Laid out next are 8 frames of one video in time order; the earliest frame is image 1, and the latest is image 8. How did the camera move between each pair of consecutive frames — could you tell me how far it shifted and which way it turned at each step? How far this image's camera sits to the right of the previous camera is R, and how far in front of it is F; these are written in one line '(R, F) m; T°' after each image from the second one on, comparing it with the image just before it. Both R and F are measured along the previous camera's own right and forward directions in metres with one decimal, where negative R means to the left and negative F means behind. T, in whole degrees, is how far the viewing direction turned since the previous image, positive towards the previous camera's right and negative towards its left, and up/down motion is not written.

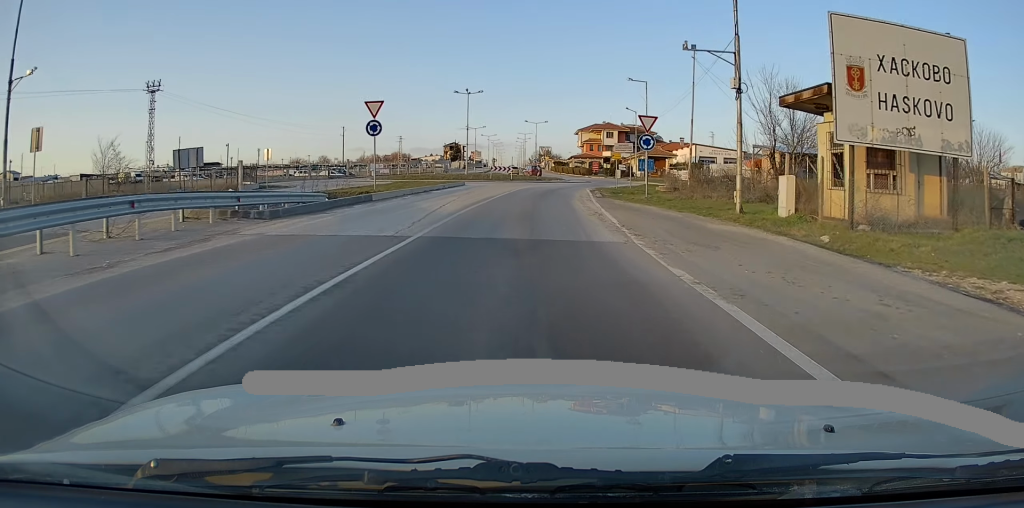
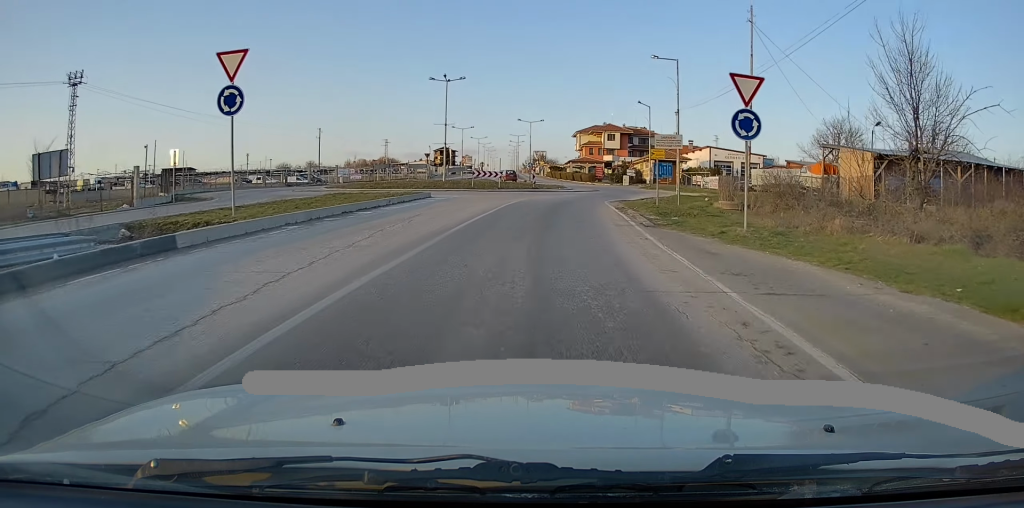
(+0.1, +12.7) m; 0°
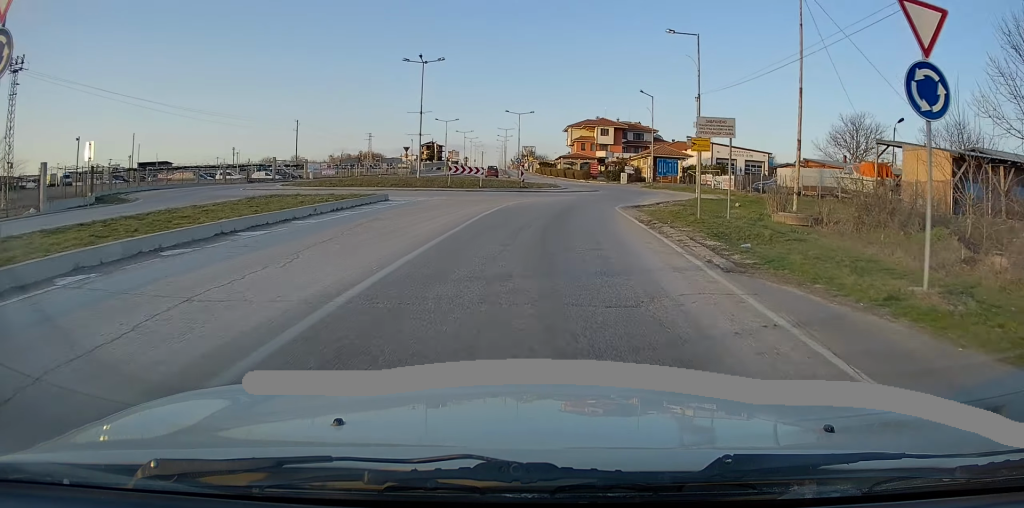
(-0.2, +7.1) m; +1°
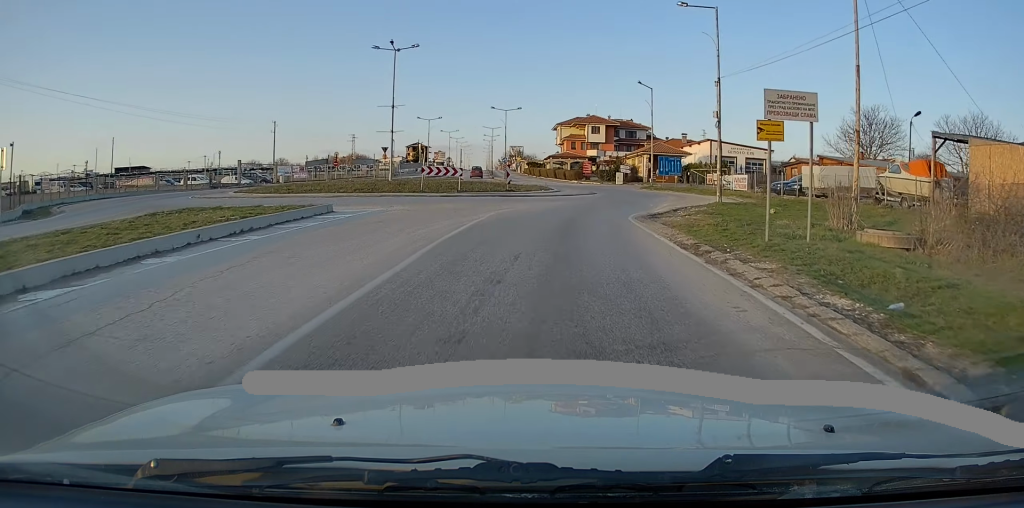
(+0.2, +5.4) m; +2°
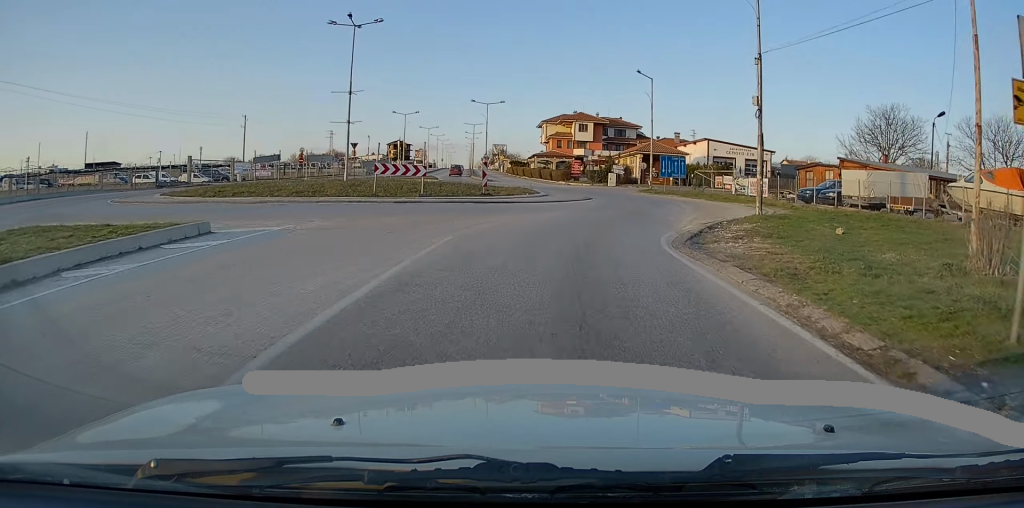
(+0.1, +6.5) m; +3°
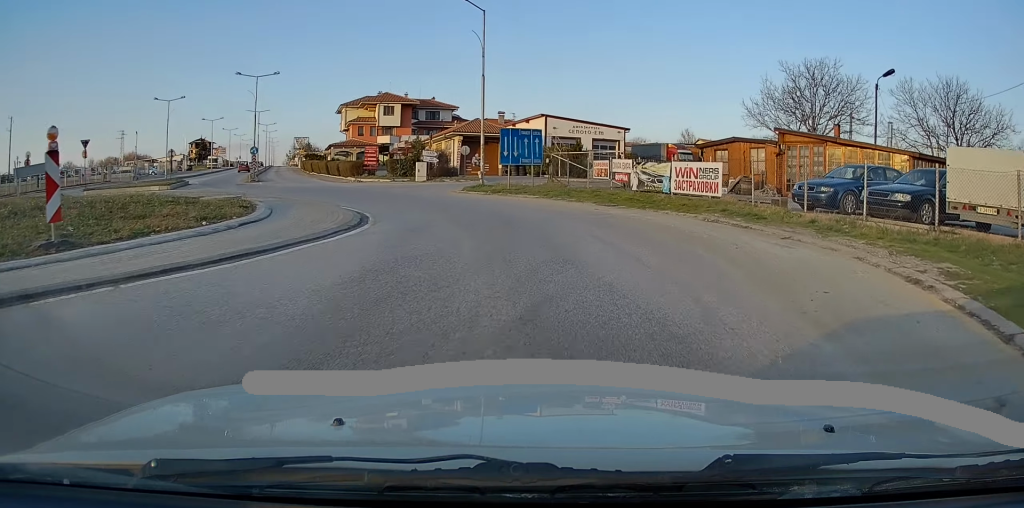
(+2.0, +17.9) m; +13°
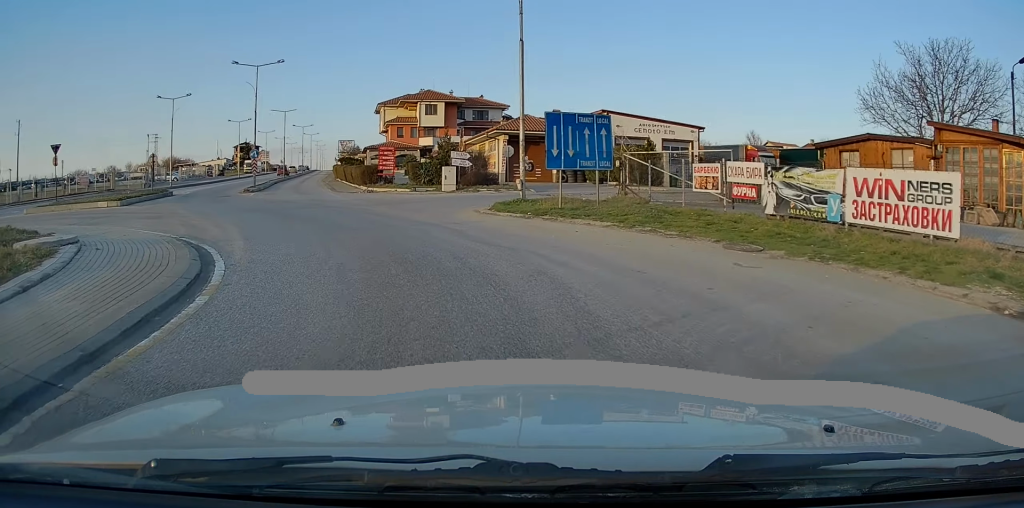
(+0.1, +9.3) m; -8°
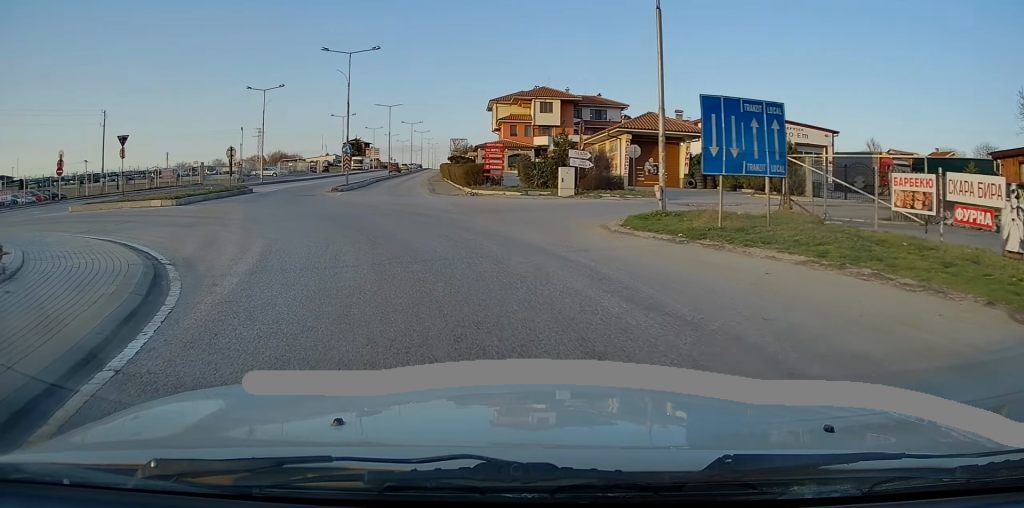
(-0.3, +4.4) m; -9°
